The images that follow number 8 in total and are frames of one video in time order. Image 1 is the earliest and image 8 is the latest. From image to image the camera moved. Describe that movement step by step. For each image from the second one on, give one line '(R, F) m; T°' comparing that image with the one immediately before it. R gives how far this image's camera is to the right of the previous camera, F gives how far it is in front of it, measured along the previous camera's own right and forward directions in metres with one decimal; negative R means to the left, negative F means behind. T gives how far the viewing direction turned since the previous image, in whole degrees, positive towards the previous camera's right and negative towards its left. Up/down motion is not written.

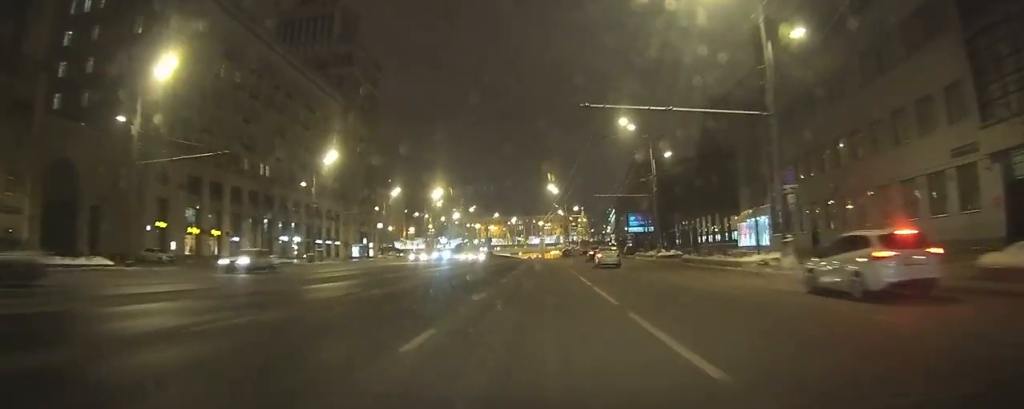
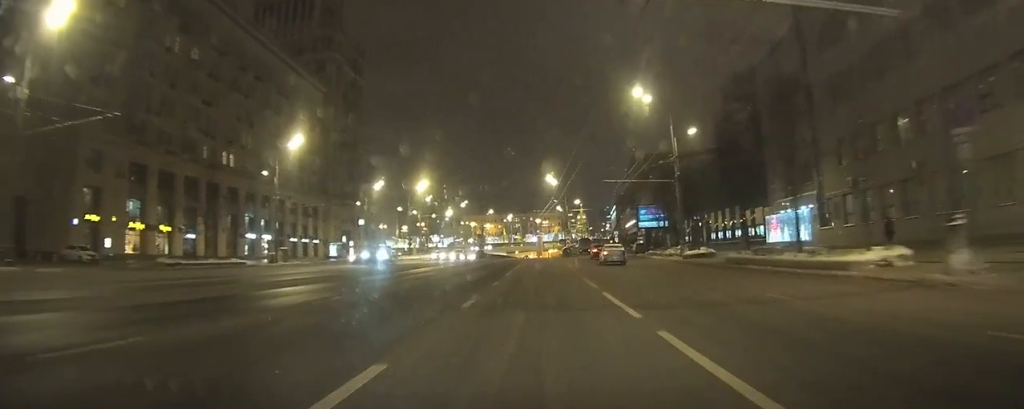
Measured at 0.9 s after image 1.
(-0.2, +10.7) m; -2°
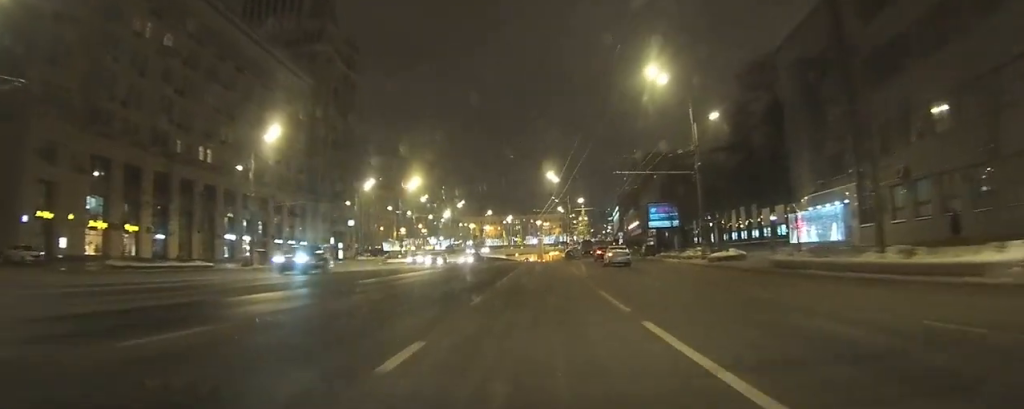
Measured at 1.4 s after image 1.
(0.0, +6.3) m; -1°
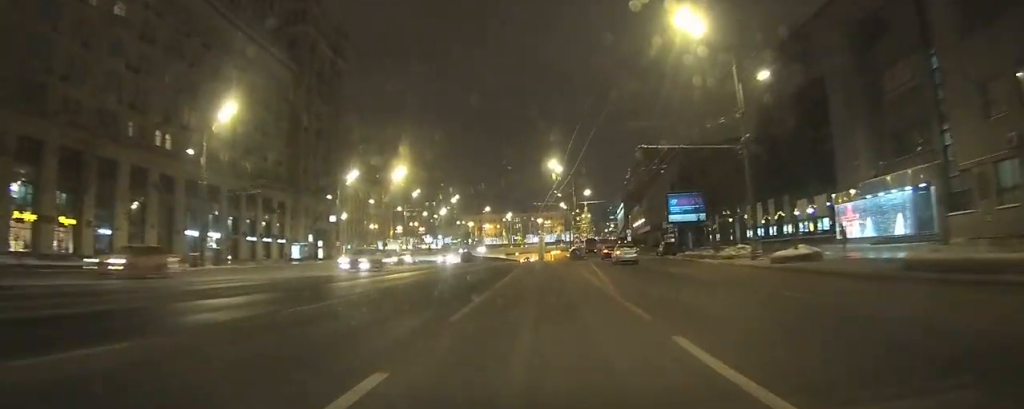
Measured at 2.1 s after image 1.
(-0.1, +10.0) m; -1°
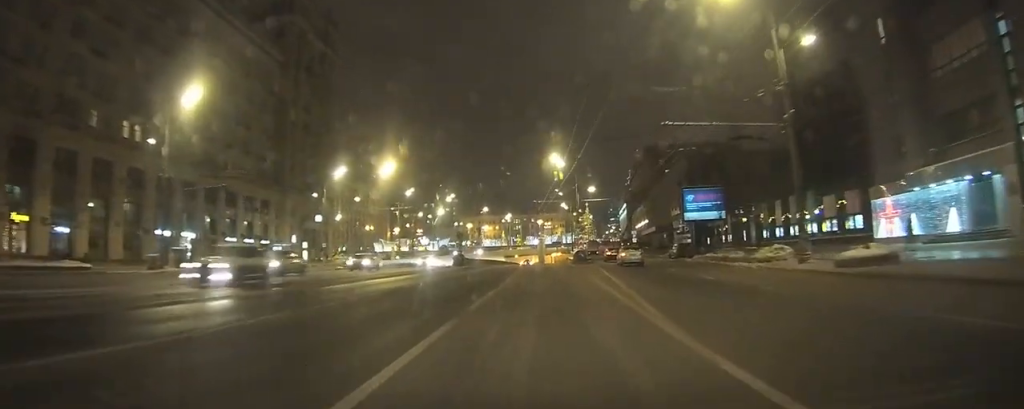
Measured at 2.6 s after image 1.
(-0.1, +6.2) m; -1°
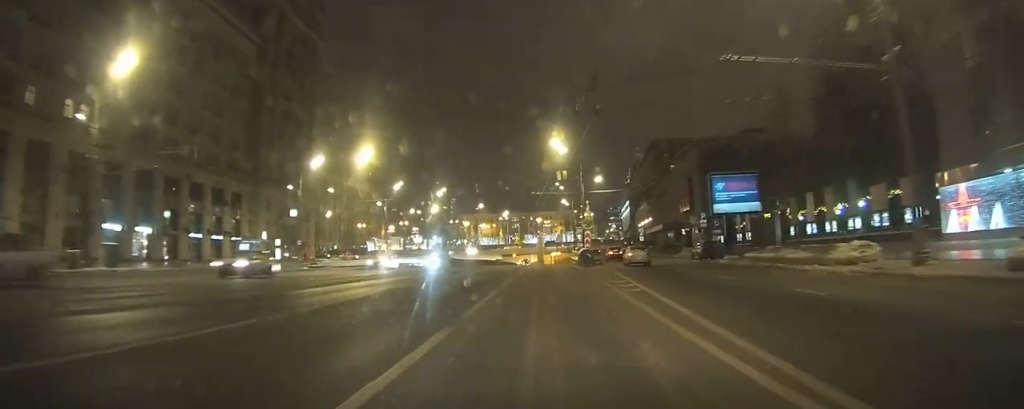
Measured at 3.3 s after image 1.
(-0.1, +8.9) m; -1°
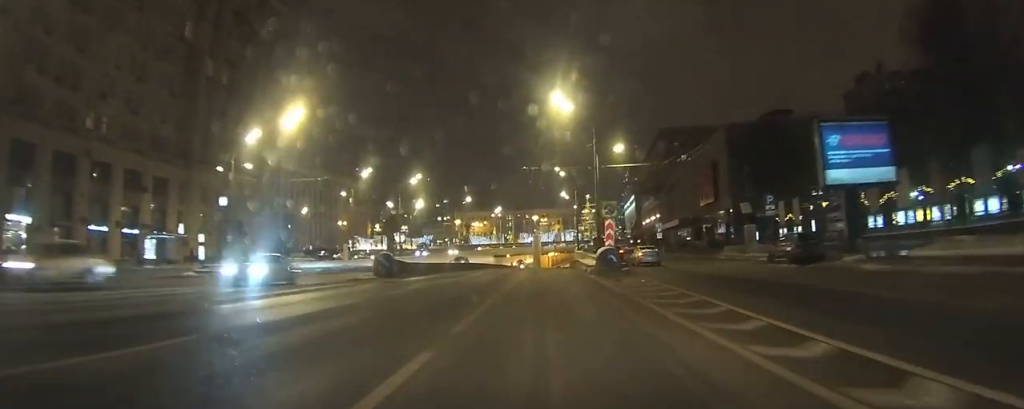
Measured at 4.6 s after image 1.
(-0.1, +17.9) m; 0°
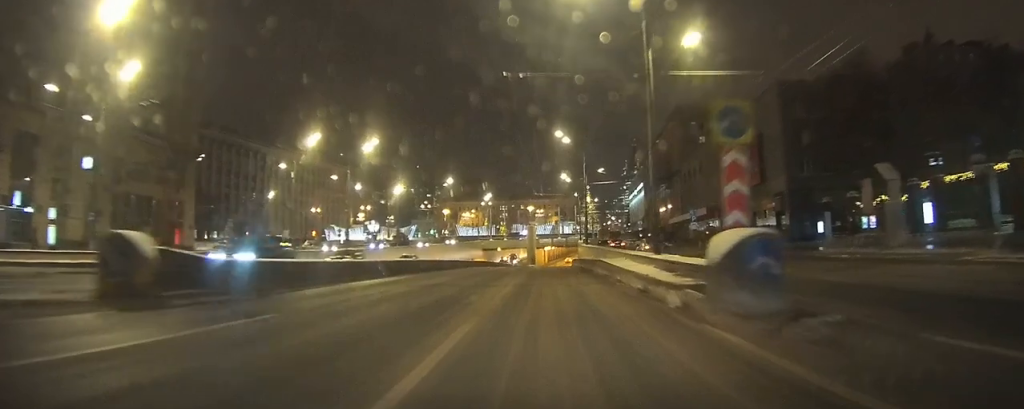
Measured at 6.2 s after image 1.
(+0.3, +21.1) m; +2°
